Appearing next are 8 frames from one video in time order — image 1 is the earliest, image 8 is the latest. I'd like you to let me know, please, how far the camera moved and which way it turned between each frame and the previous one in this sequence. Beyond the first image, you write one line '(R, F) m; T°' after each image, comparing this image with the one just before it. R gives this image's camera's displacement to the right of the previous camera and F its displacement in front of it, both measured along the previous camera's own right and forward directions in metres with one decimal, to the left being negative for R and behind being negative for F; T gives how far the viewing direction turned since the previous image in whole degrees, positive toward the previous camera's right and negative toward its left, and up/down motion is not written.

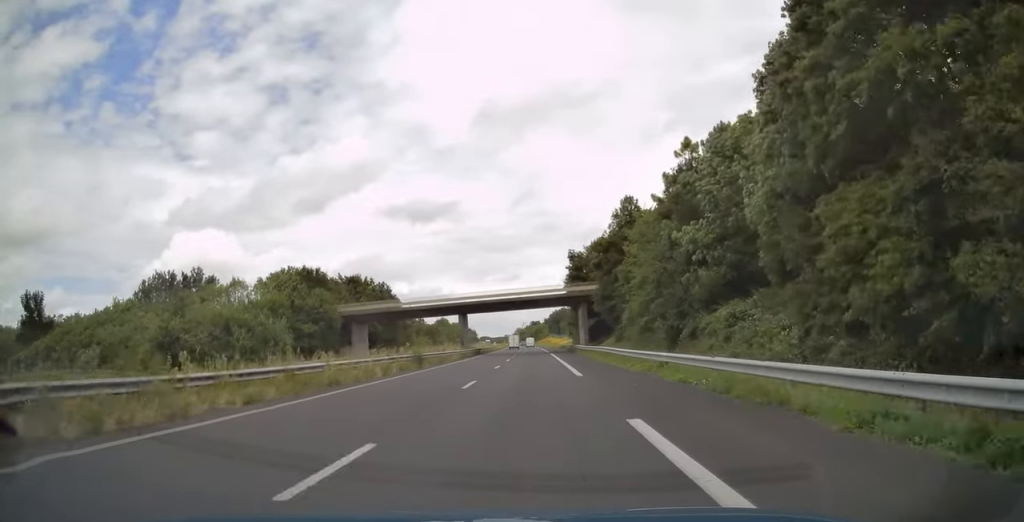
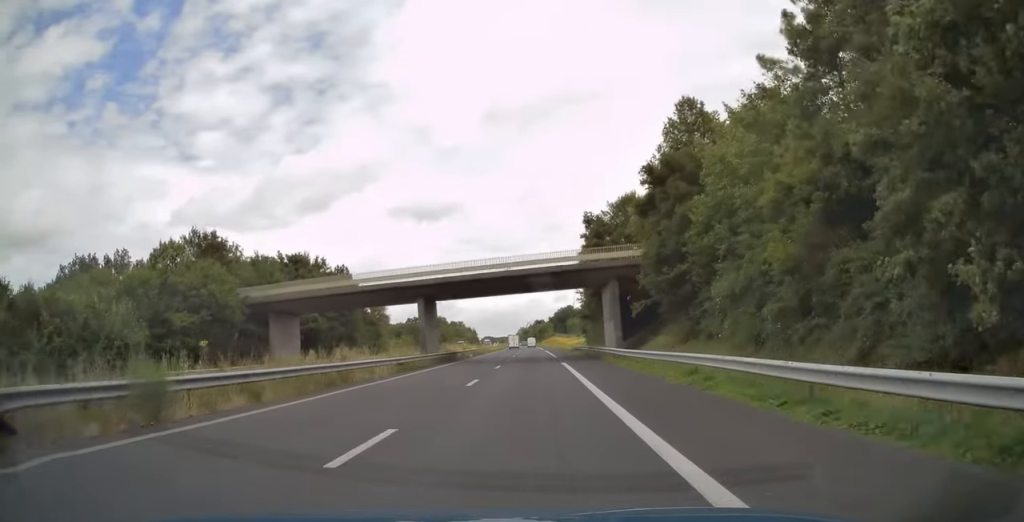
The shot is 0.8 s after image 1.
(-0.1, +24.6) m; 0°
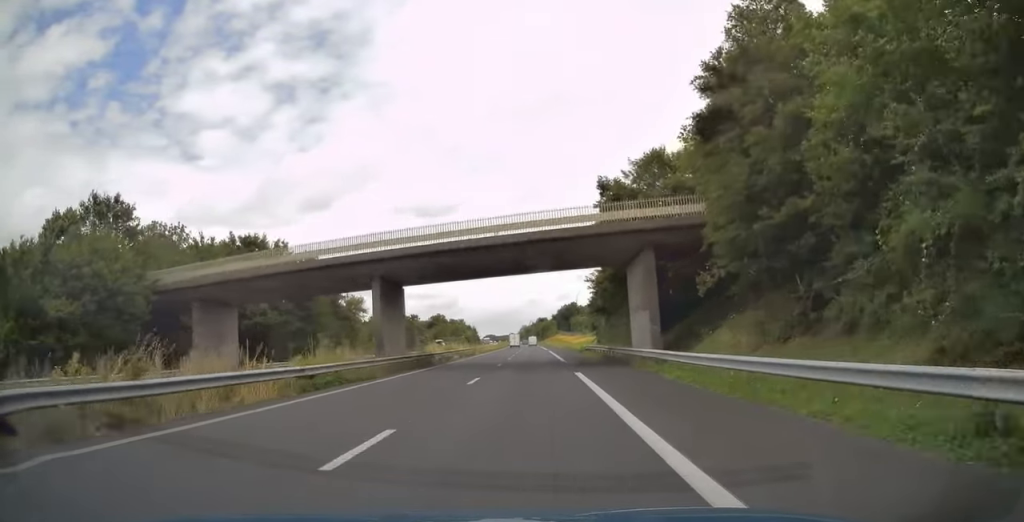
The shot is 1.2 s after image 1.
(0.0, +12.8) m; 0°
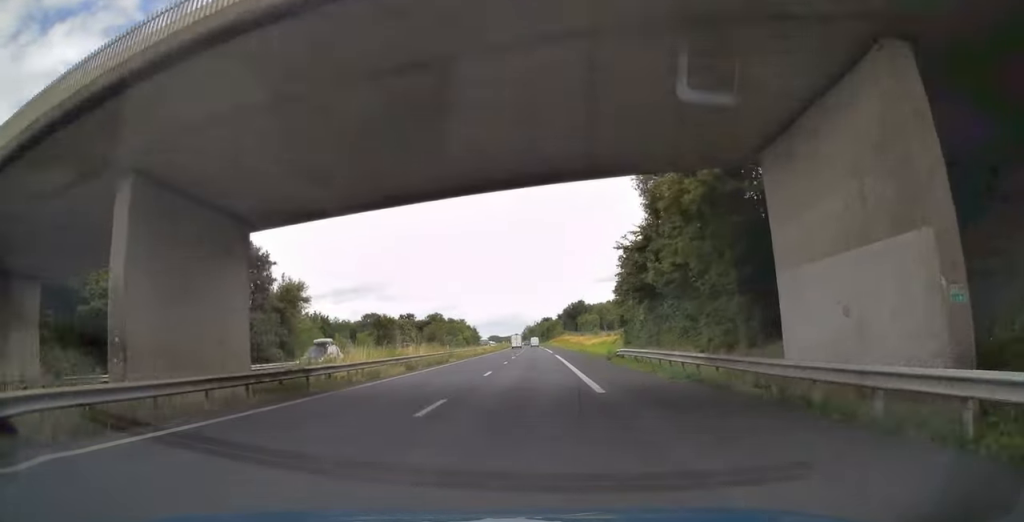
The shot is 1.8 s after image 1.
(0.0, +21.4) m; 0°
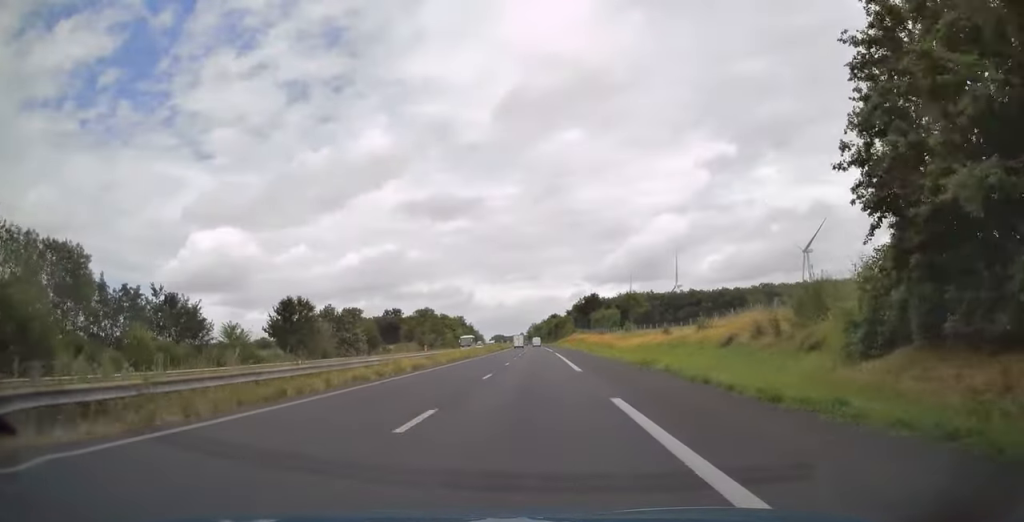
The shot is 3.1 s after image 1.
(-0.4, +40.7) m; -1°
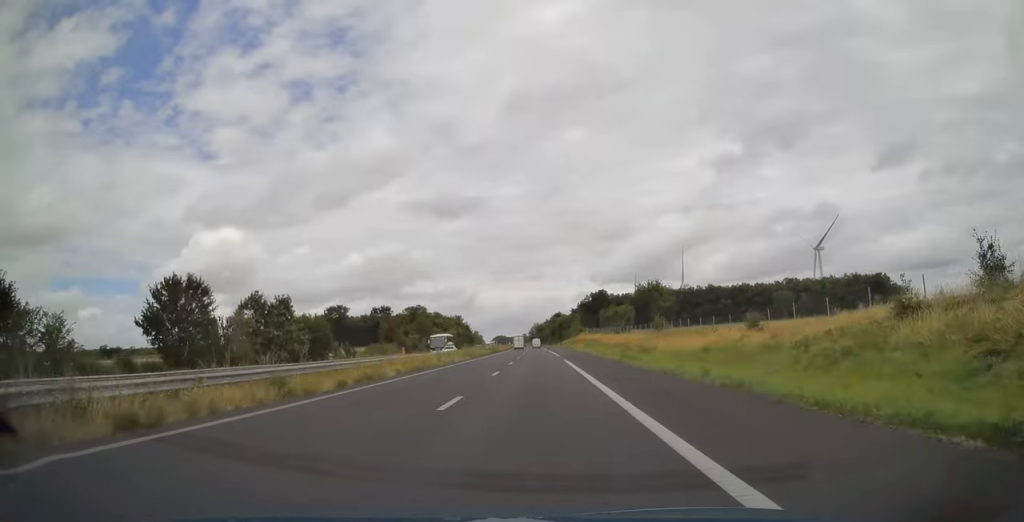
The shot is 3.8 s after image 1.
(-0.1, +23.1) m; 0°
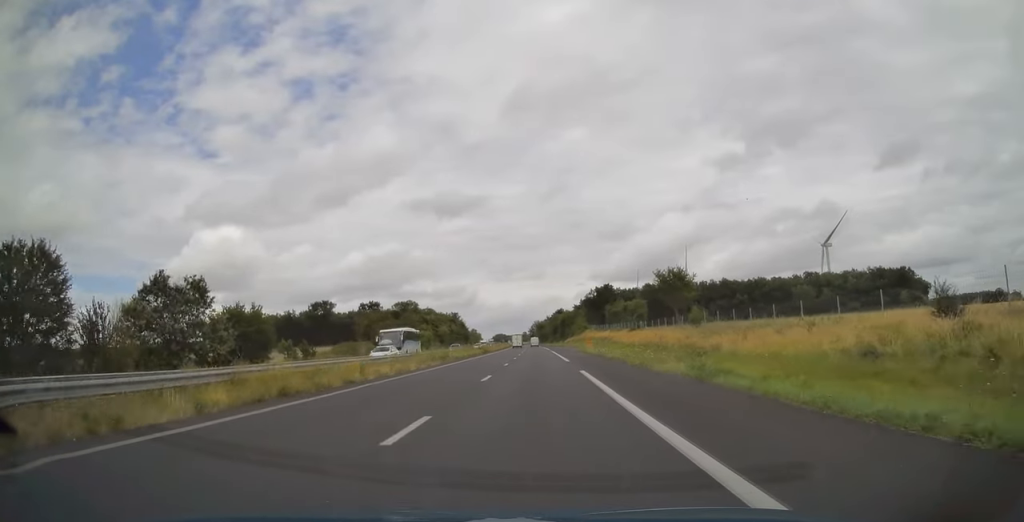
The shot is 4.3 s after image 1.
(0.0, +17.3) m; 0°
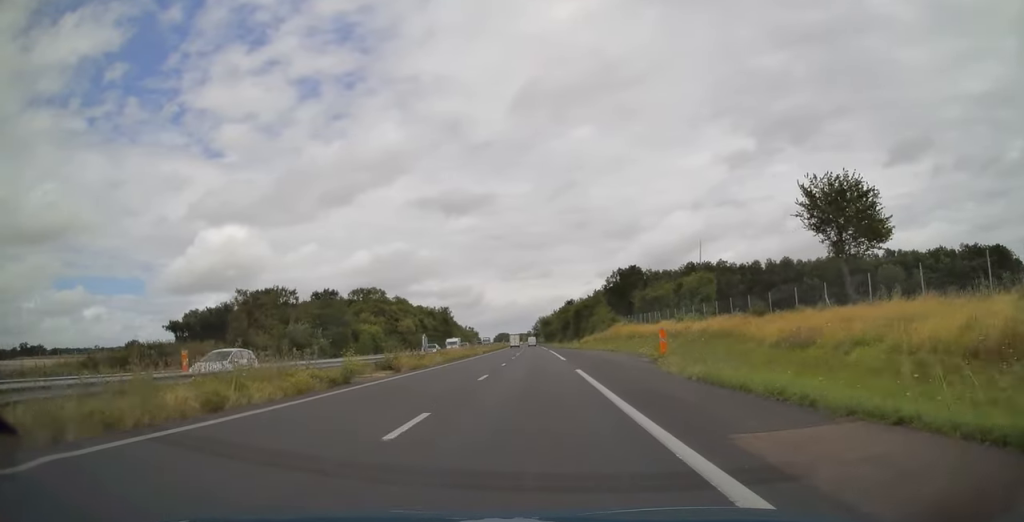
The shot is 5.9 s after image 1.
(-0.3, +51.7) m; -1°
